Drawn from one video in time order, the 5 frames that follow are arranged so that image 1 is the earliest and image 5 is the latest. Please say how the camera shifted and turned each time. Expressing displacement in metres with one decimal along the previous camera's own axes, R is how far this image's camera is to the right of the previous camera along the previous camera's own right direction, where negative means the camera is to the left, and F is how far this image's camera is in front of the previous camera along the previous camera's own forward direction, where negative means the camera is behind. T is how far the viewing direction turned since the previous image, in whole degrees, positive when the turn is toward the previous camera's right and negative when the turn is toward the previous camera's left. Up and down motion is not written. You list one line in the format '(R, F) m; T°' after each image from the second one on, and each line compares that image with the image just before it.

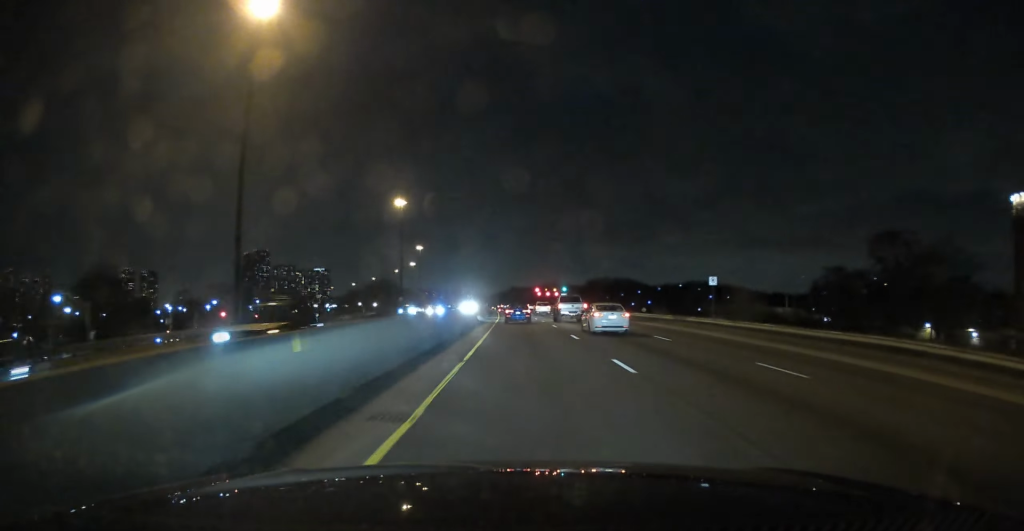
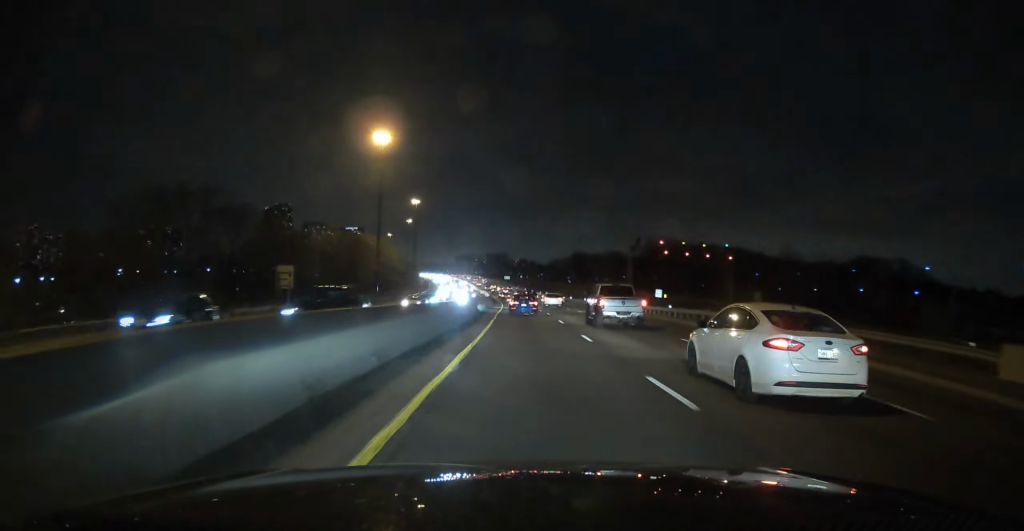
(-7.8, +184.8) m; -5°
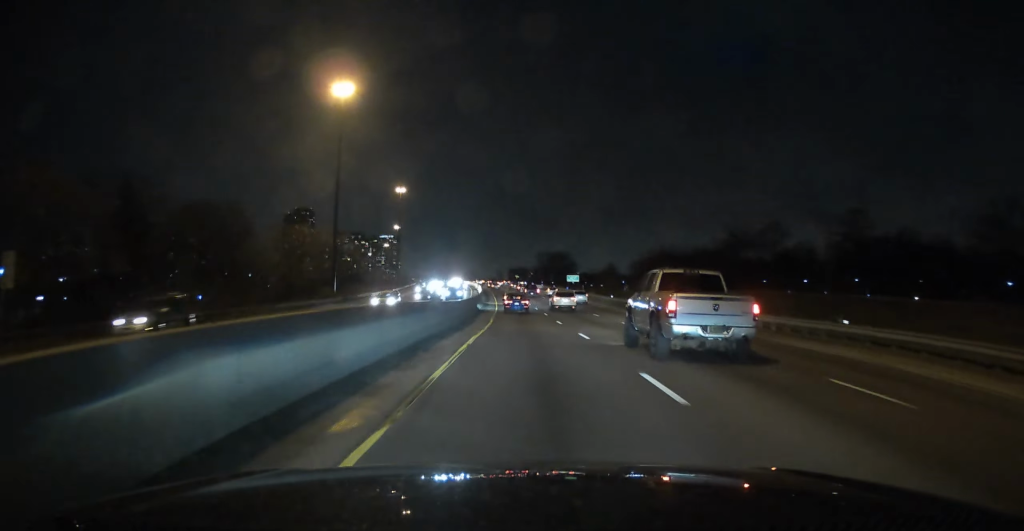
(-6.0, +161.7) m; -5°
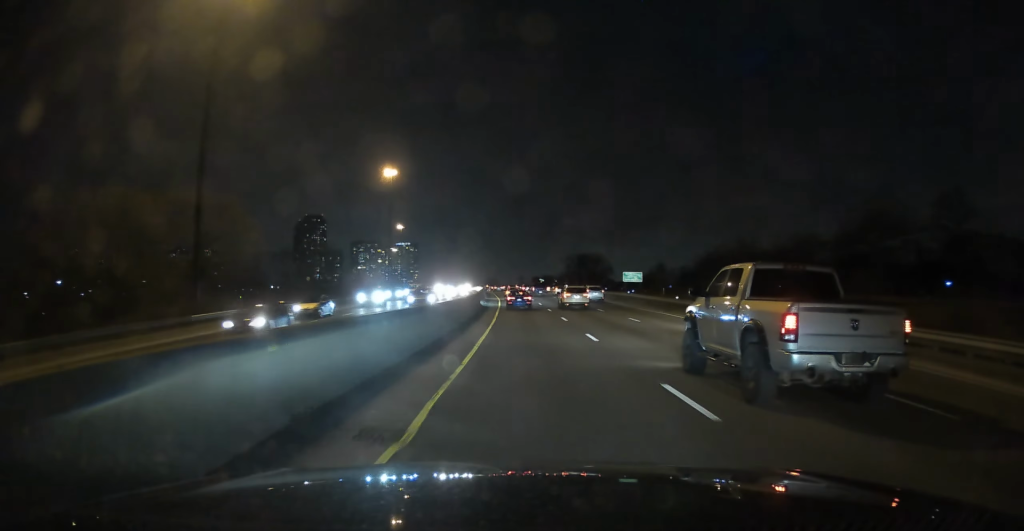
(-0.8, +50.5) m; -2°
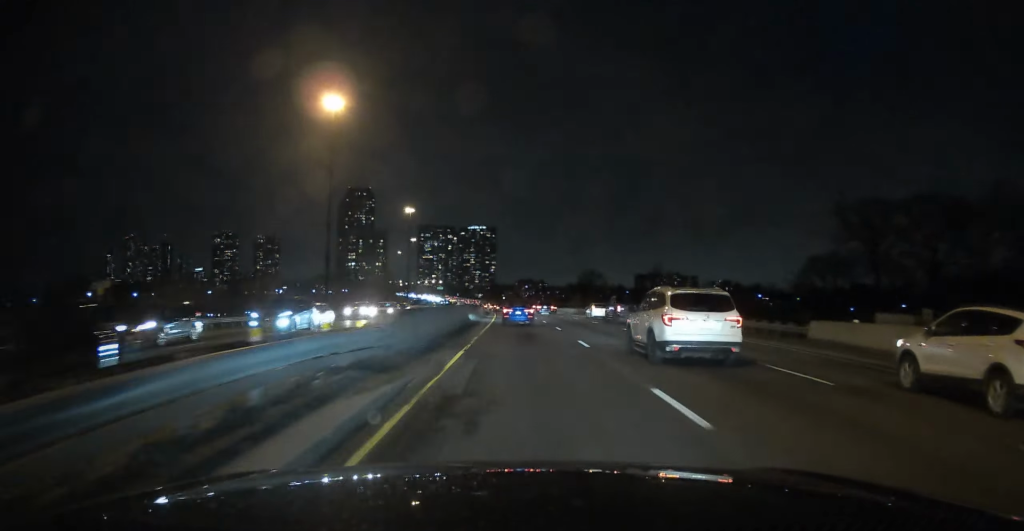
(-15.7, +211.3) m; -9°
